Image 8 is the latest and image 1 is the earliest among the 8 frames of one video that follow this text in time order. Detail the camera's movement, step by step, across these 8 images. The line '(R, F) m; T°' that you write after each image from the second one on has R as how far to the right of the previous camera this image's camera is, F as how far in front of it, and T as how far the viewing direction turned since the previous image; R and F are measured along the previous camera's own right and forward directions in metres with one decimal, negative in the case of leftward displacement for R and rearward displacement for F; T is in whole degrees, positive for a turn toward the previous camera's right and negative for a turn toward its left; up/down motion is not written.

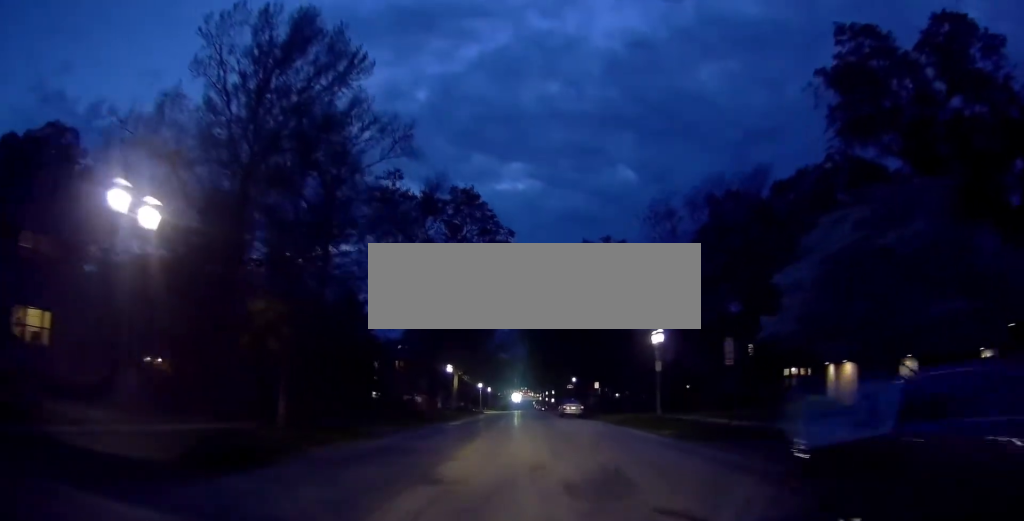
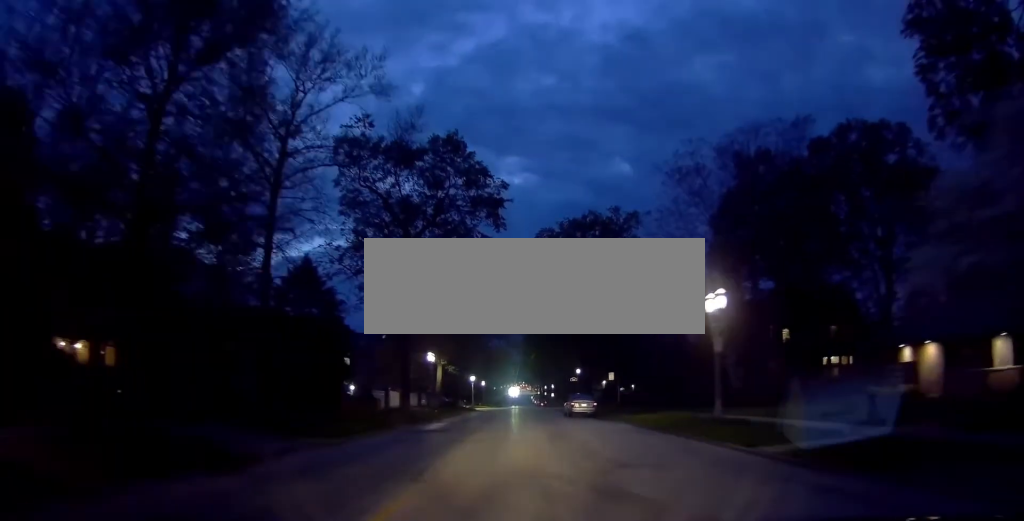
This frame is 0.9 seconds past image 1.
(-0.4, +9.6) m; 0°
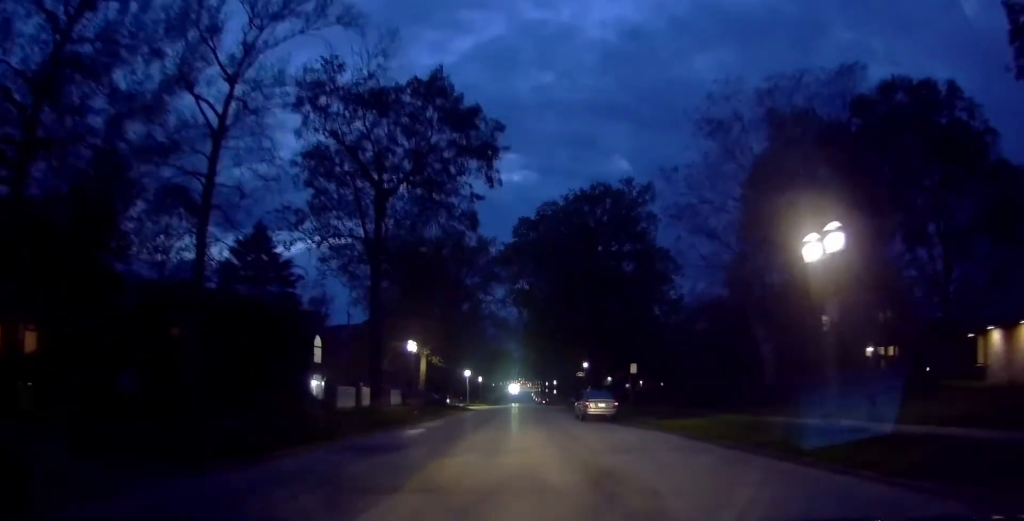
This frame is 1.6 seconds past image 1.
(+0.3, +8.0) m; +2°
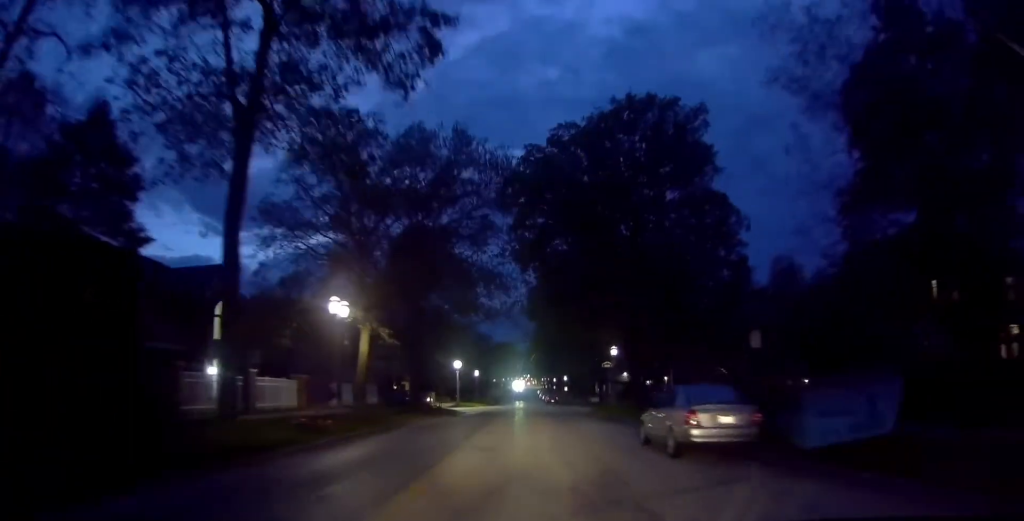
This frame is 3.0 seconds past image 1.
(+0.1, +16.7) m; -1°
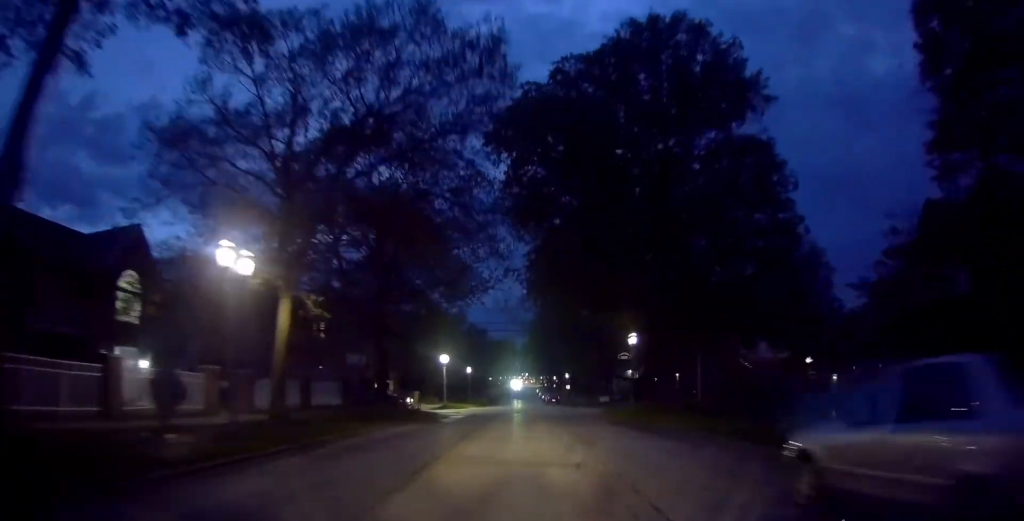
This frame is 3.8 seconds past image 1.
(-0.2, +8.6) m; -1°
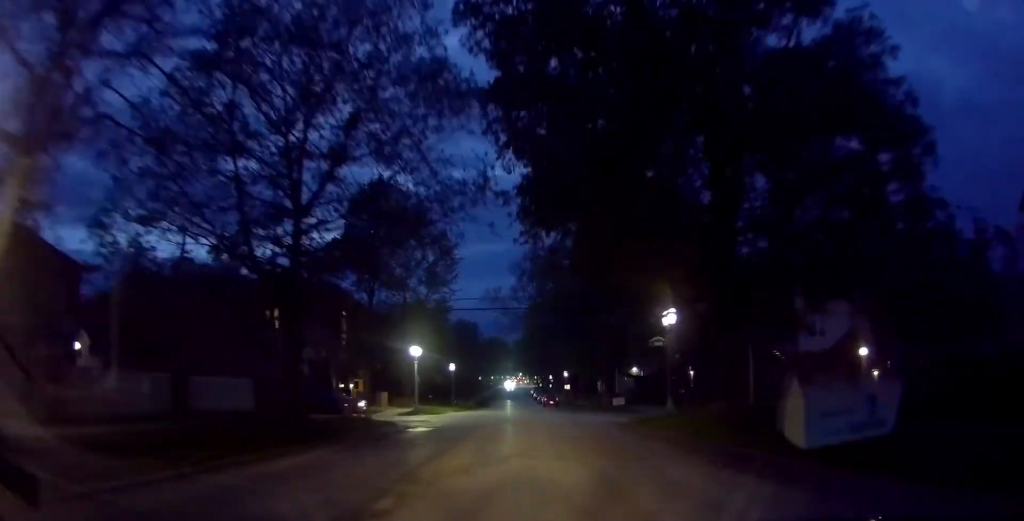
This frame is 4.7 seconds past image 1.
(0.0, +10.5) m; 0°
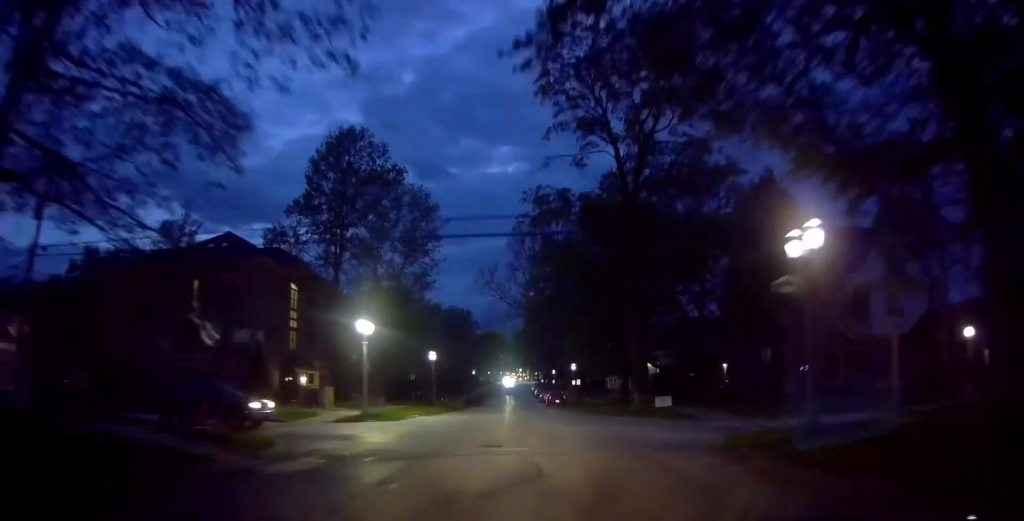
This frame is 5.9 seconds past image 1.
(0.0, +13.7) m; 0°
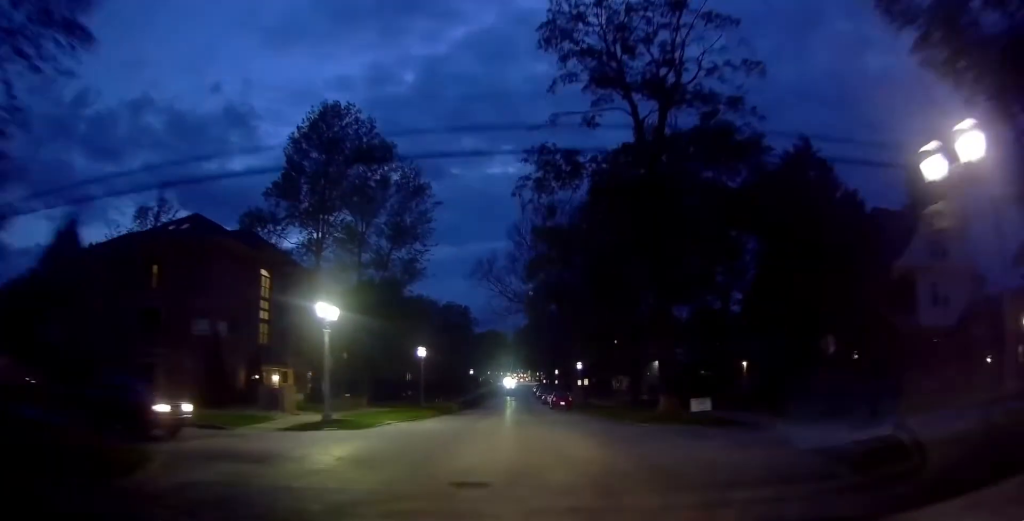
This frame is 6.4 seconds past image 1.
(-0.1, +5.9) m; +1°
